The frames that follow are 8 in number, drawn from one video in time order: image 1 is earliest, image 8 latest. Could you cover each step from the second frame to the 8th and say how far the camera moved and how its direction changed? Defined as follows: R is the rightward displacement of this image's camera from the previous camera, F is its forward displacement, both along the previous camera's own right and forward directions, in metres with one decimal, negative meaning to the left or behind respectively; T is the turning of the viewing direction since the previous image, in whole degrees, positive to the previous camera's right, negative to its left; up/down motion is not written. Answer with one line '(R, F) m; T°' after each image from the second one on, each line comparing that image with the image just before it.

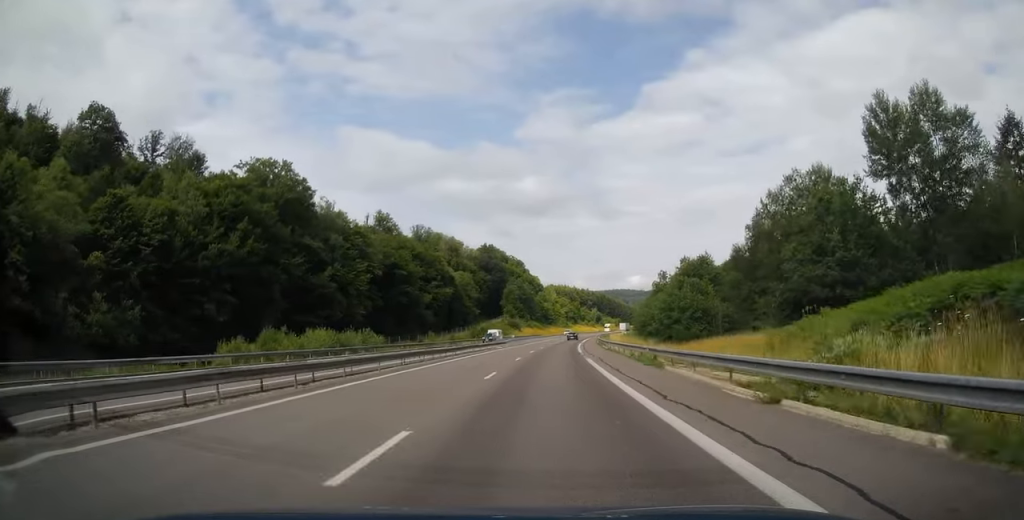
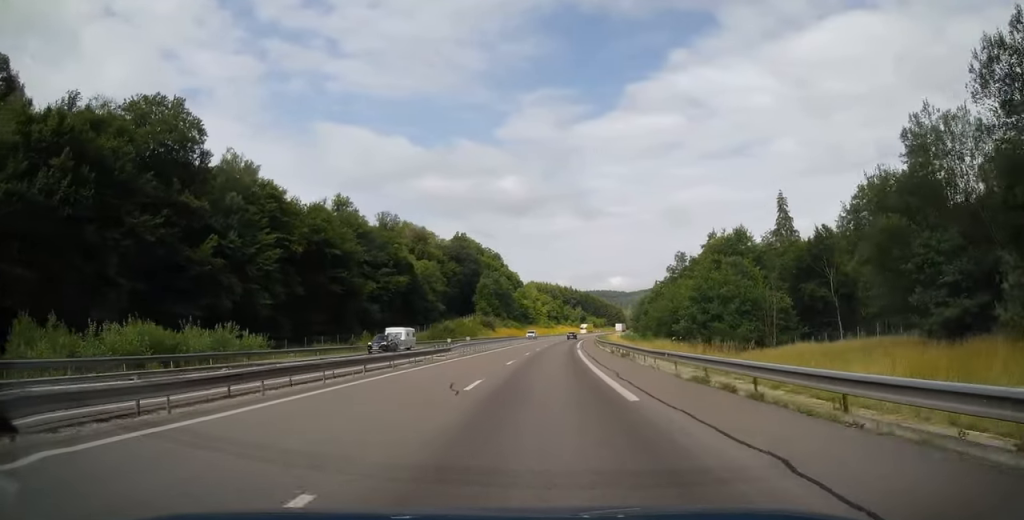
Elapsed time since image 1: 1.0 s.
(+0.7, +29.4) m; +1°
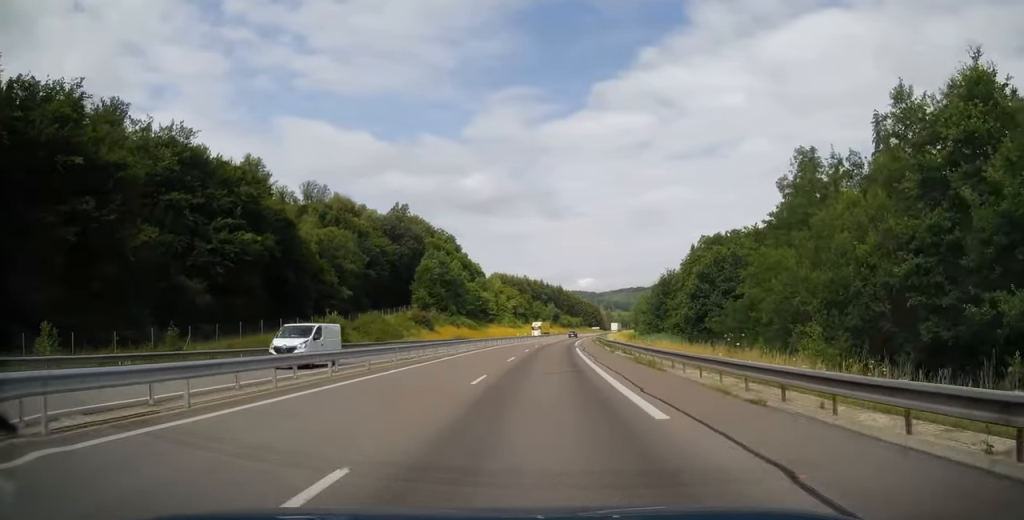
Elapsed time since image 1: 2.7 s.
(+0.9, +50.9) m; +3°
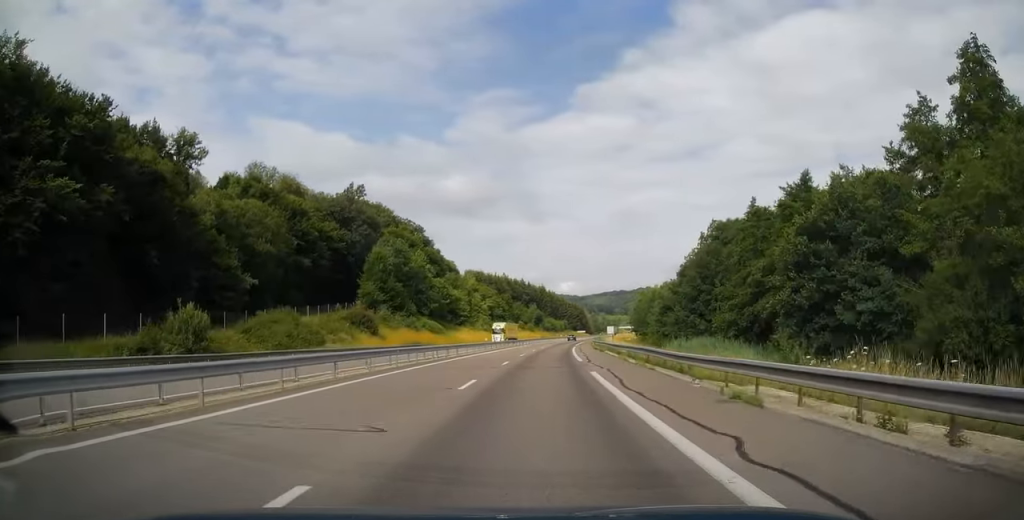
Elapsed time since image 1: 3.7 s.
(+0.7, +26.9) m; +2°
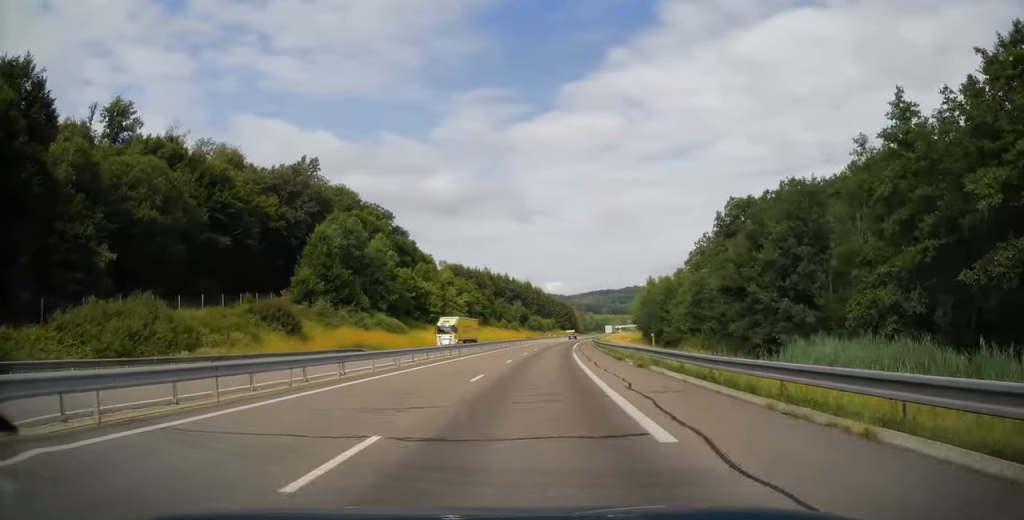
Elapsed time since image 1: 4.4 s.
(0.0, +23.0) m; +1°
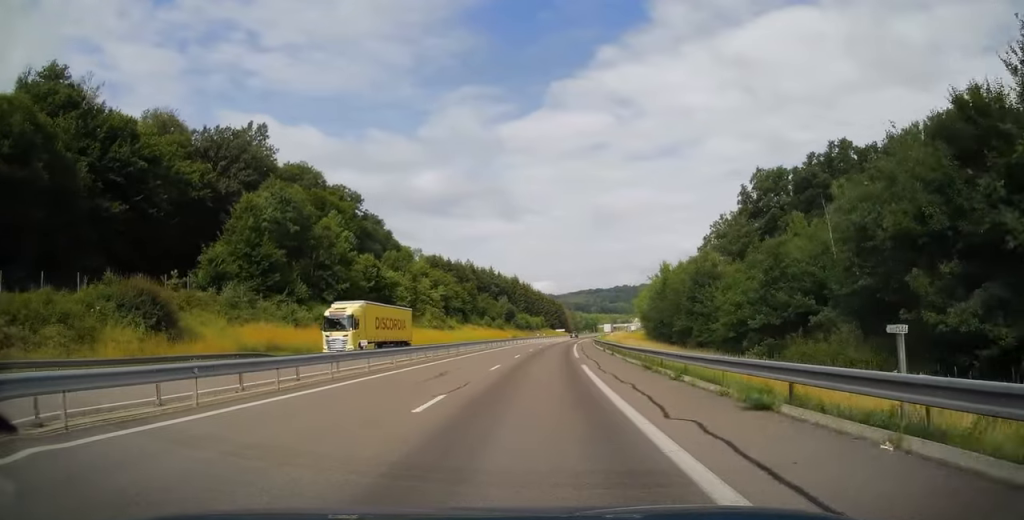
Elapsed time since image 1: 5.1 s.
(+0.3, +20.5) m; +1°
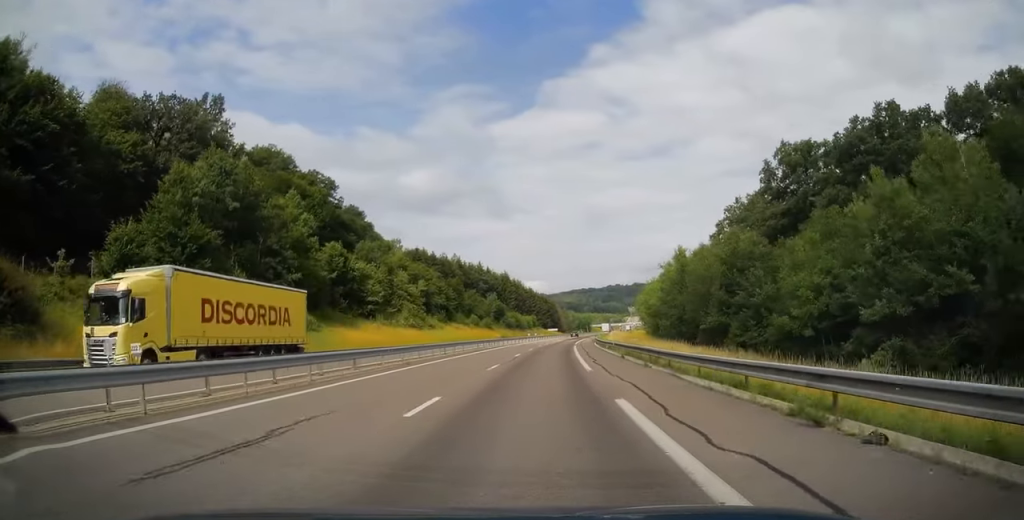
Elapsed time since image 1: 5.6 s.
(+0.1, +13.7) m; +1°
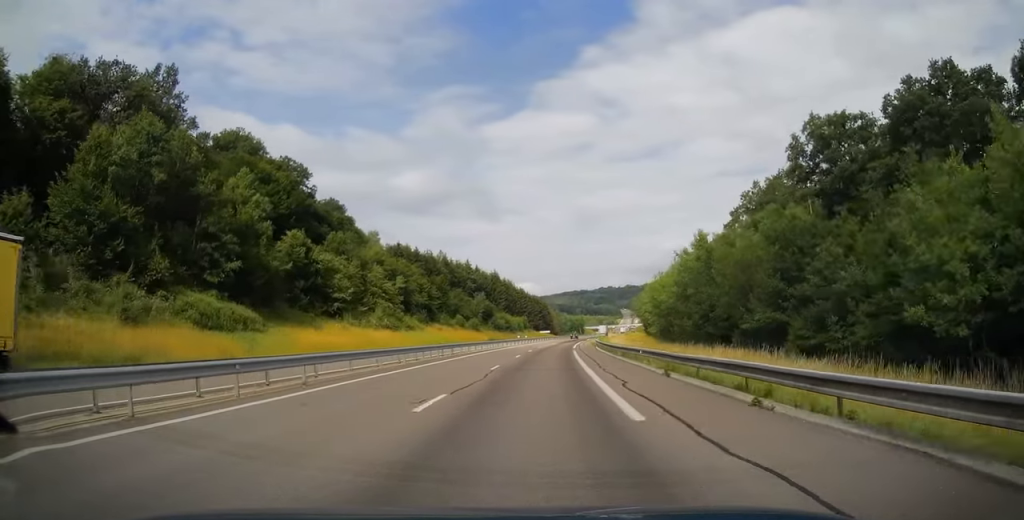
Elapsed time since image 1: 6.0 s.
(+0.1, +12.2) m; +1°
